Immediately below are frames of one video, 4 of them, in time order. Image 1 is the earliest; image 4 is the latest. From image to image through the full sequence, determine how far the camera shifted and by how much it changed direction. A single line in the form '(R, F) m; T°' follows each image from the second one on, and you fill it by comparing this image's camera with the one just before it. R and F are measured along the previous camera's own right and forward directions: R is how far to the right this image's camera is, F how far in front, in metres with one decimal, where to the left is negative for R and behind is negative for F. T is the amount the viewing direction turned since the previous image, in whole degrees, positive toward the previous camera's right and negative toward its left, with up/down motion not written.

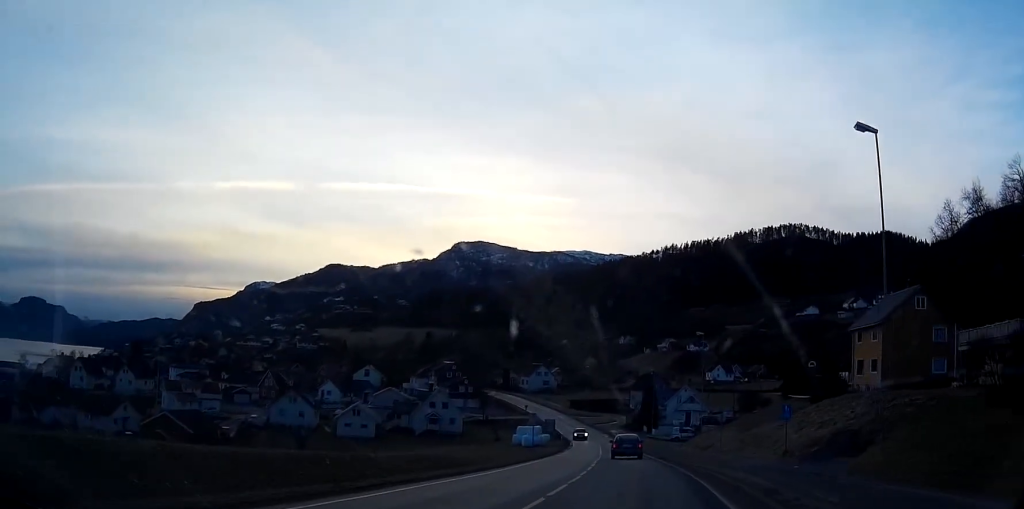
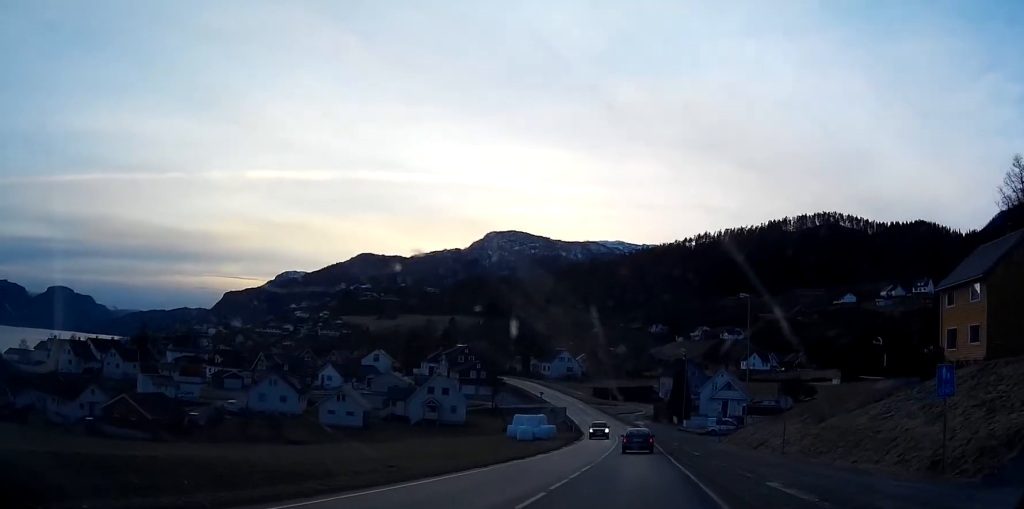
(-0.5, +18.5) m; -3°
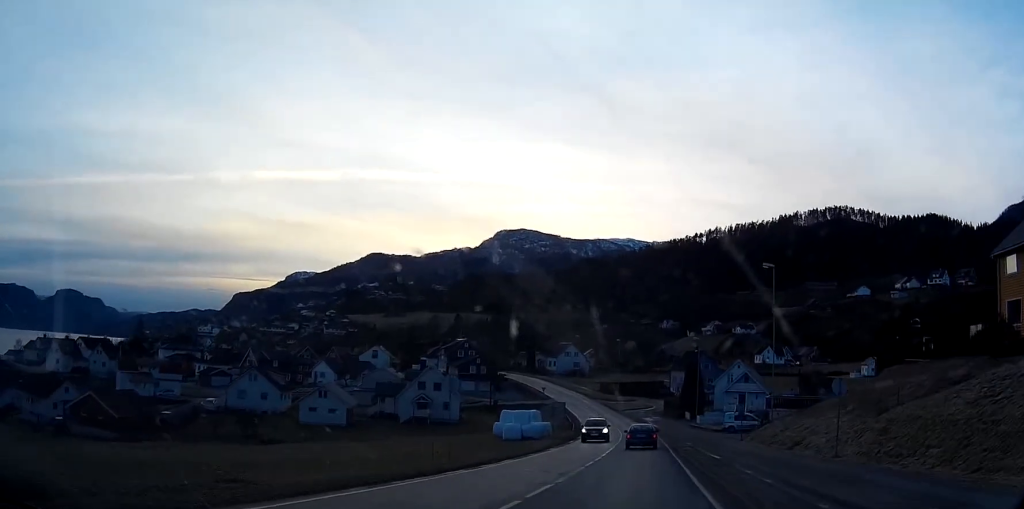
(-0.2, +10.0) m; -1°
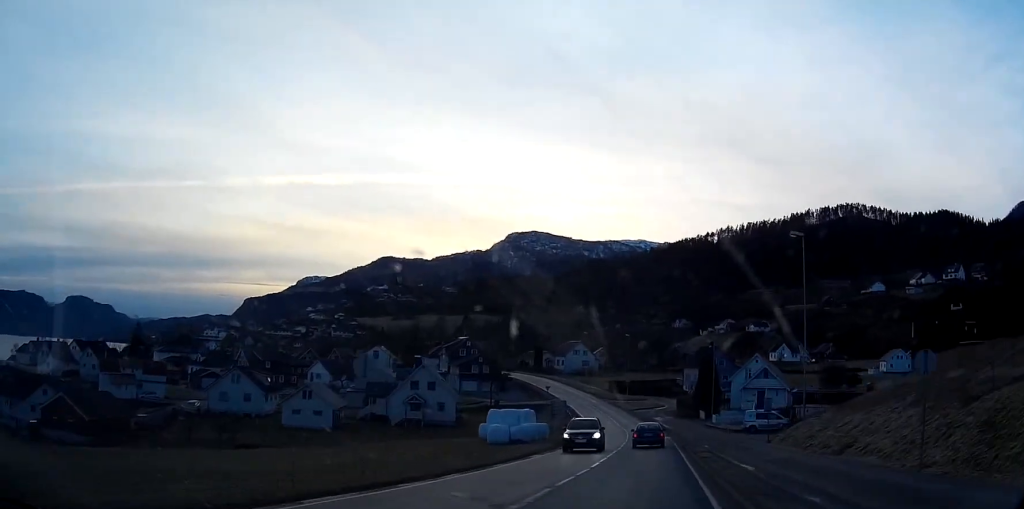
(0.0, +8.4) m; 0°
